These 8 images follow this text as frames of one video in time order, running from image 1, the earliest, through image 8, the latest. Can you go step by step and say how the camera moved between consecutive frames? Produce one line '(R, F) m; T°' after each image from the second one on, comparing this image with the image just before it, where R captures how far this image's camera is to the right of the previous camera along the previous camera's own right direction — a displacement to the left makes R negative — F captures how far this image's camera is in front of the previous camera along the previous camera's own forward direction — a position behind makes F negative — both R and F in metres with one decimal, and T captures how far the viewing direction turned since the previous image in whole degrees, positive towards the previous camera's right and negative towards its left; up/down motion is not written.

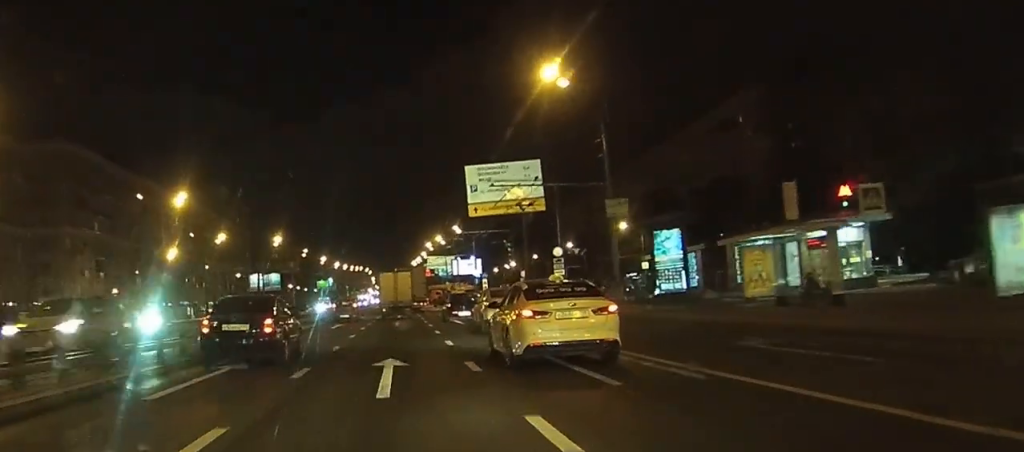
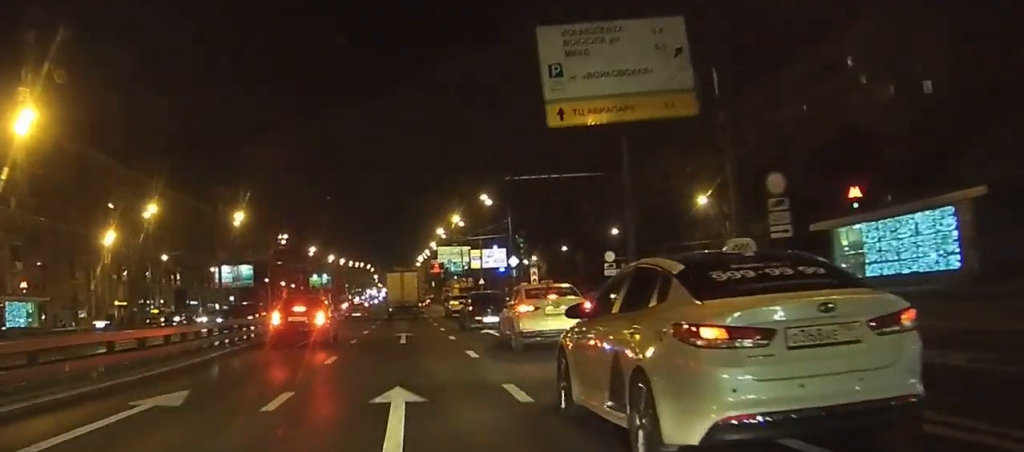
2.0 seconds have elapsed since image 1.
(-0.3, +35.4) m; 0°
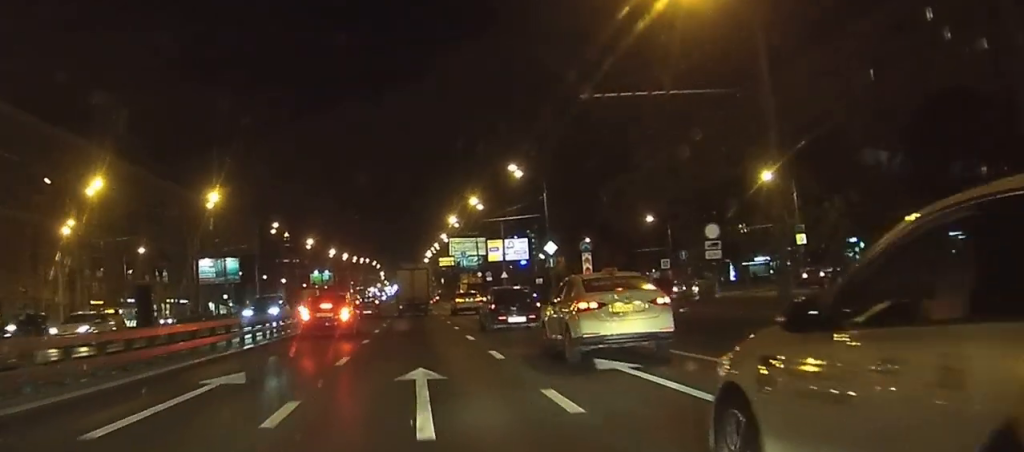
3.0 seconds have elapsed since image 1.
(+0.1, +17.4) m; +1°
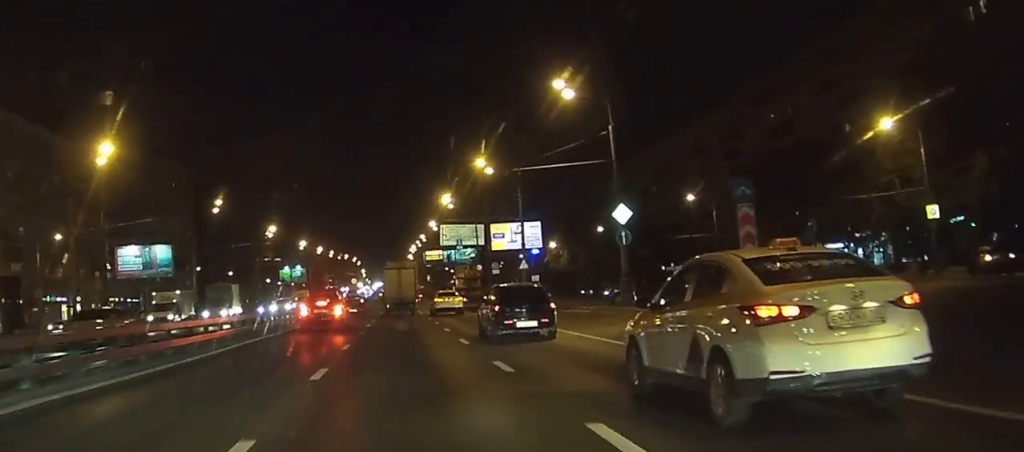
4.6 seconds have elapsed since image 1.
(+0.3, +26.7) m; +2°
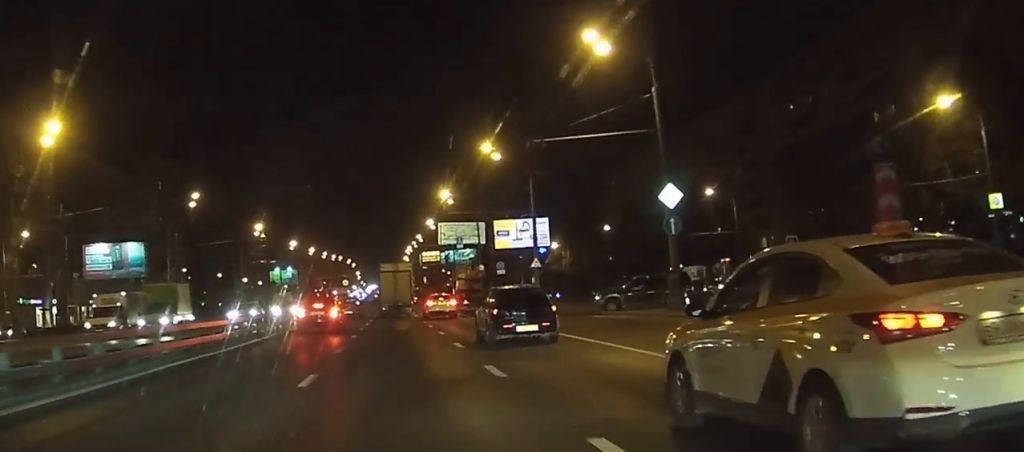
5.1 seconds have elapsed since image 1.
(+0.1, +8.4) m; 0°
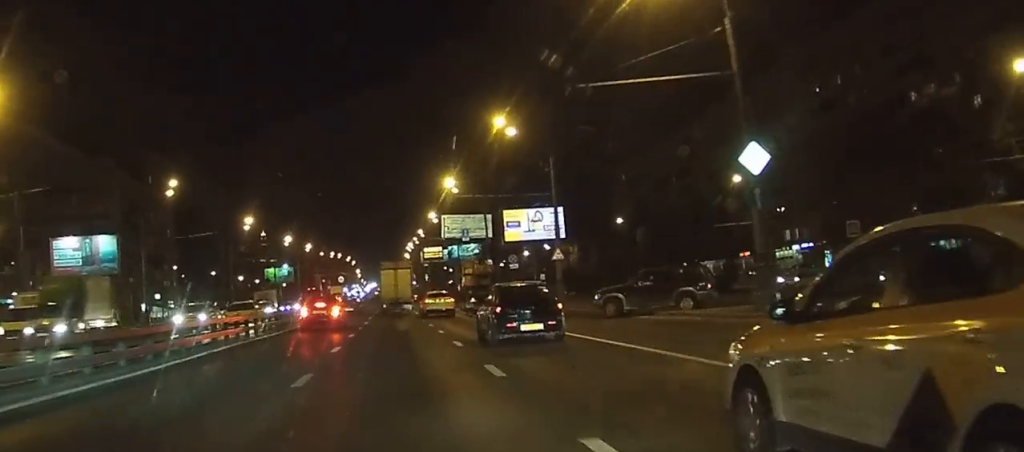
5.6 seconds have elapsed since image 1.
(+0.1, +8.4) m; 0°
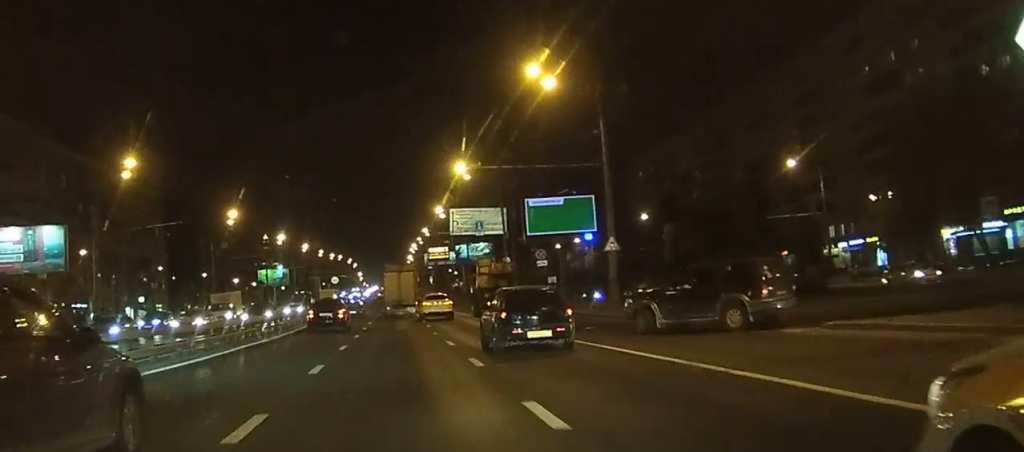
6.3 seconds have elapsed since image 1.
(-0.1, +12.8) m; -1°
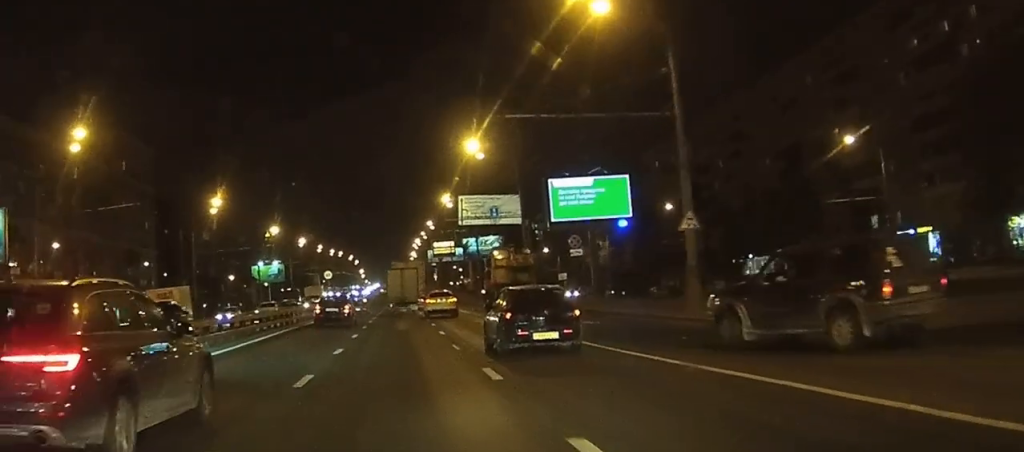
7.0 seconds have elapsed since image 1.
(0.0, +10.5) m; 0°
